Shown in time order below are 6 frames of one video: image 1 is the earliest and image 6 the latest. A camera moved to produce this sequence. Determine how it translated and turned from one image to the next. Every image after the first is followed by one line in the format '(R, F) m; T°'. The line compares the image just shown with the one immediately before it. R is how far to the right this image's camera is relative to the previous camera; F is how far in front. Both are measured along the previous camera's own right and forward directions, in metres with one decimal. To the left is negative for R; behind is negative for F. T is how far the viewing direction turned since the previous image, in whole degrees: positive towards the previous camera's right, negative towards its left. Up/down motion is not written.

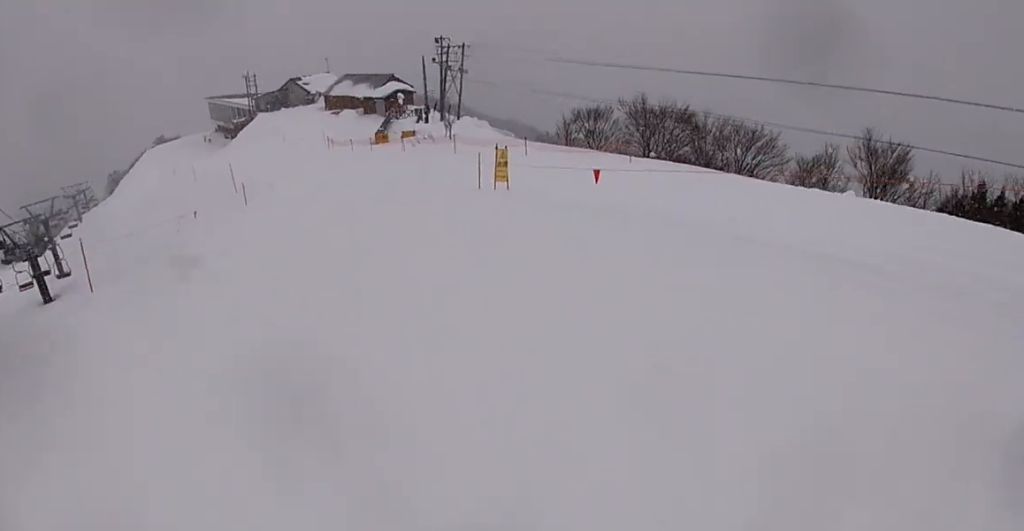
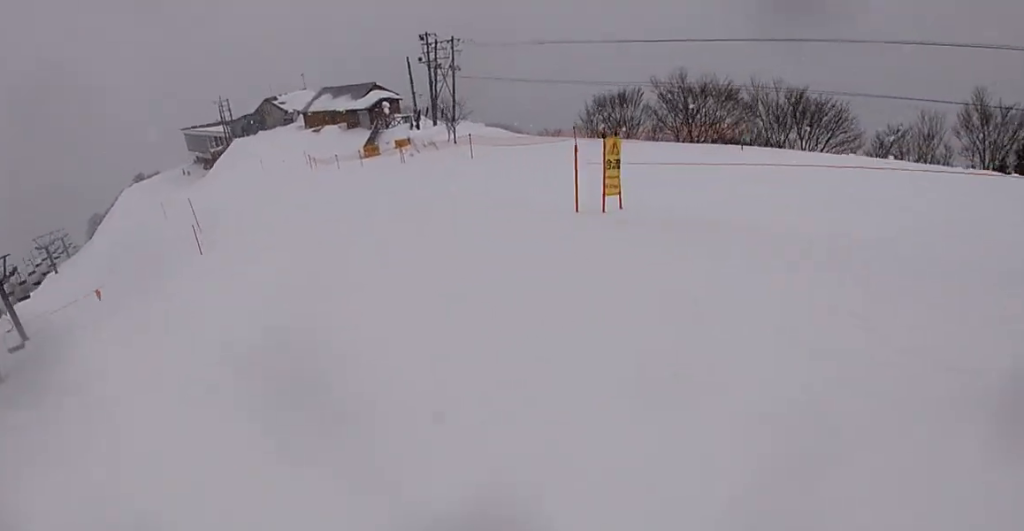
(-0.1, +7.4) m; -4°
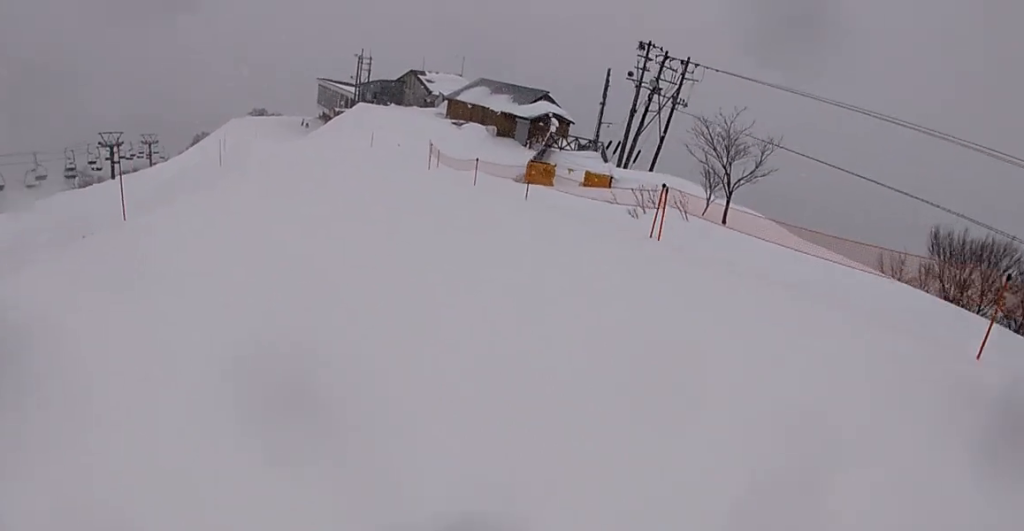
(-2.3, +18.6) m; -6°
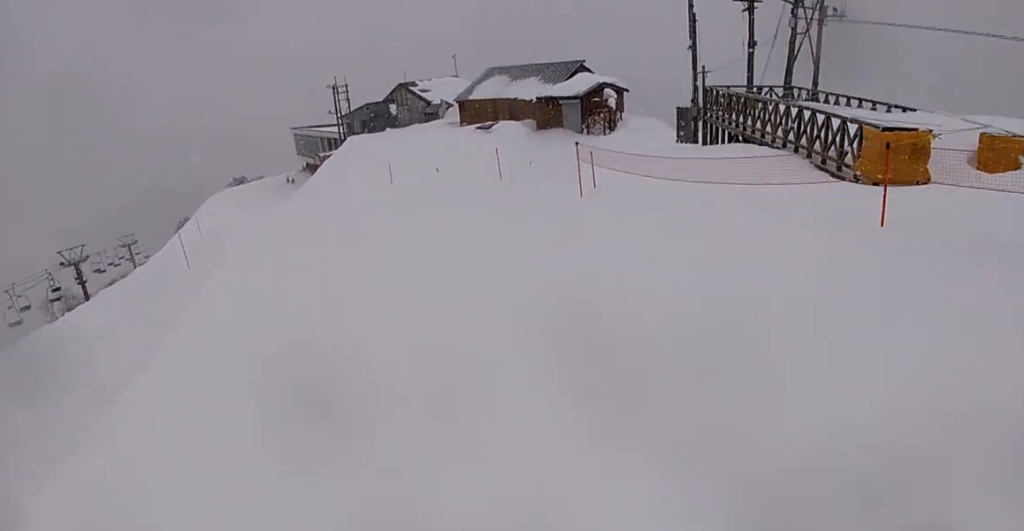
(+1.1, +15.2) m; +2°
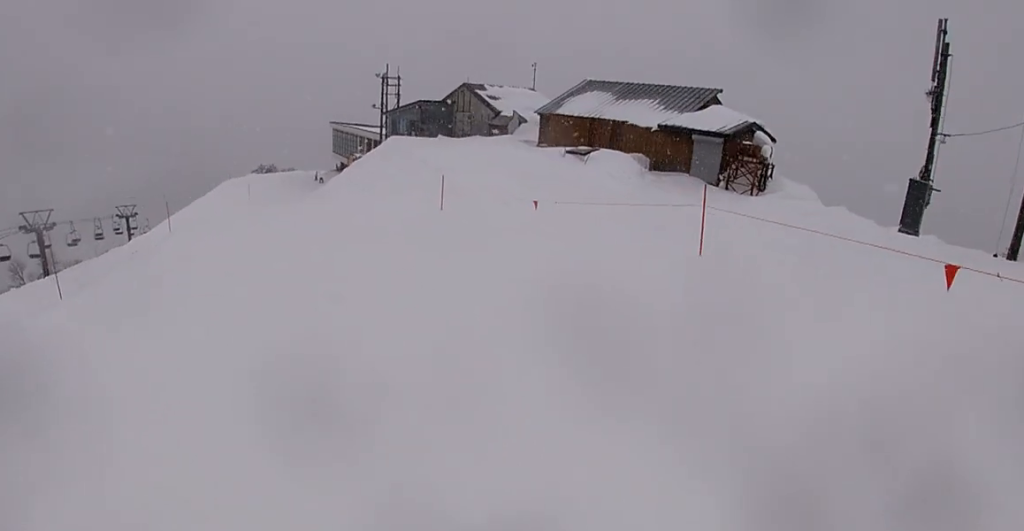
(-1.4, +14.1) m; -12°
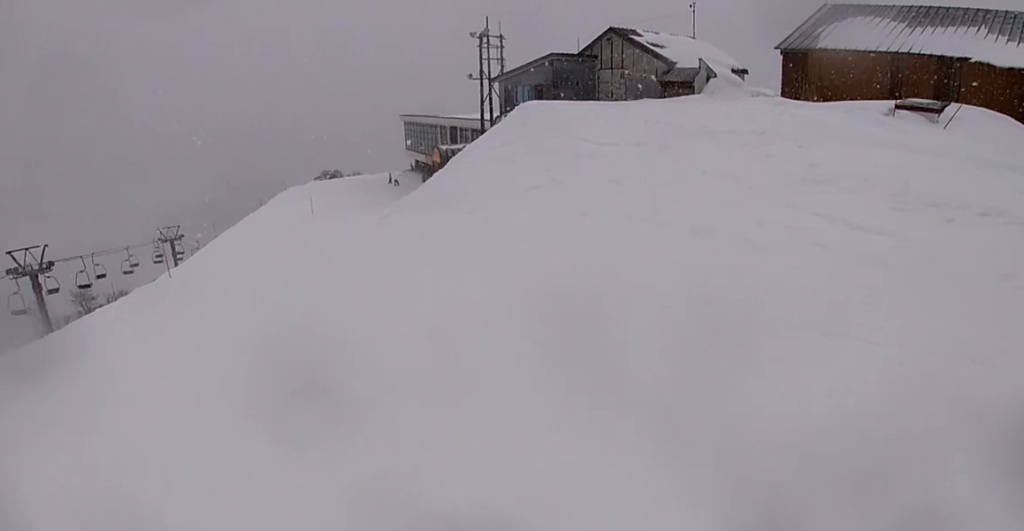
(-0.6, +18.1) m; +2°
